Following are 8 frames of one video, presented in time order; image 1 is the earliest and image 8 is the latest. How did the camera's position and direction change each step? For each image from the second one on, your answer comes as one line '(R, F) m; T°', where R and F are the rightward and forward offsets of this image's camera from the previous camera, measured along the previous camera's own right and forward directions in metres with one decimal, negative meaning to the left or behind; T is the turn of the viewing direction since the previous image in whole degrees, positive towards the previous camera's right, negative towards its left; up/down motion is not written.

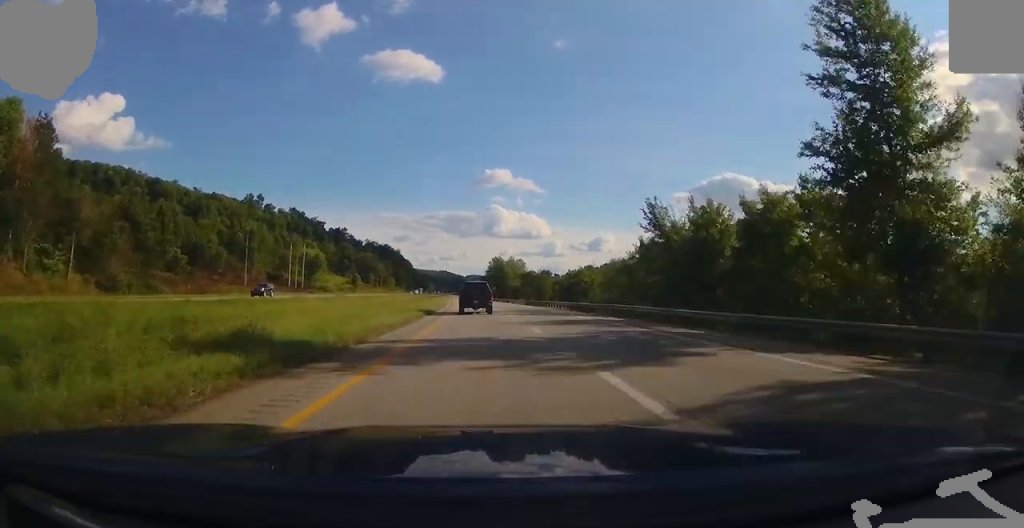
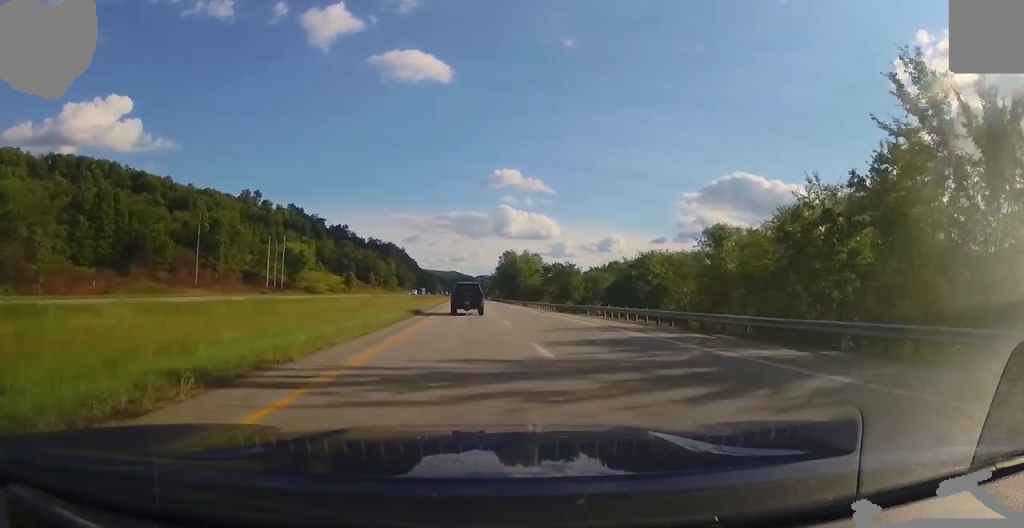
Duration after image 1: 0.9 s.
(0.0, +30.9) m; 0°
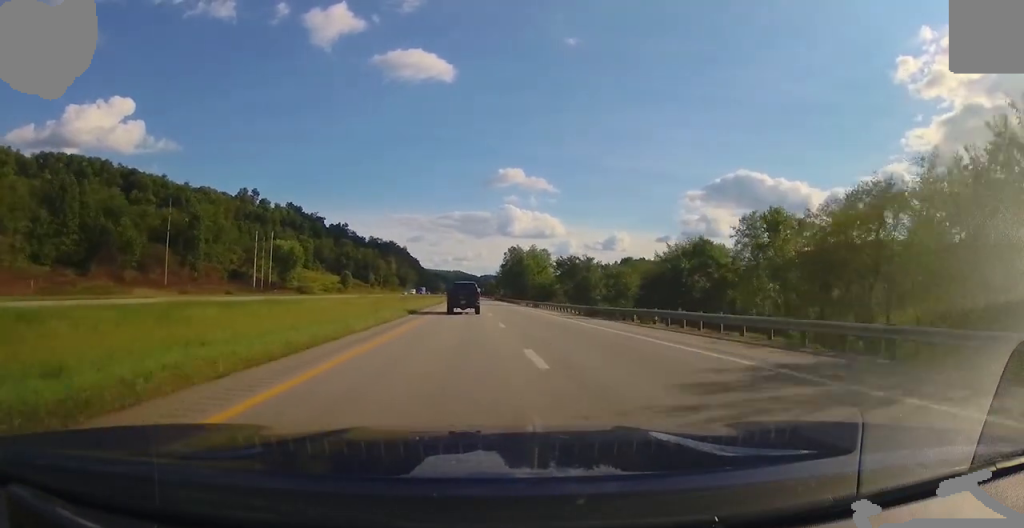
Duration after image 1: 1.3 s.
(0.0, +13.8) m; 0°
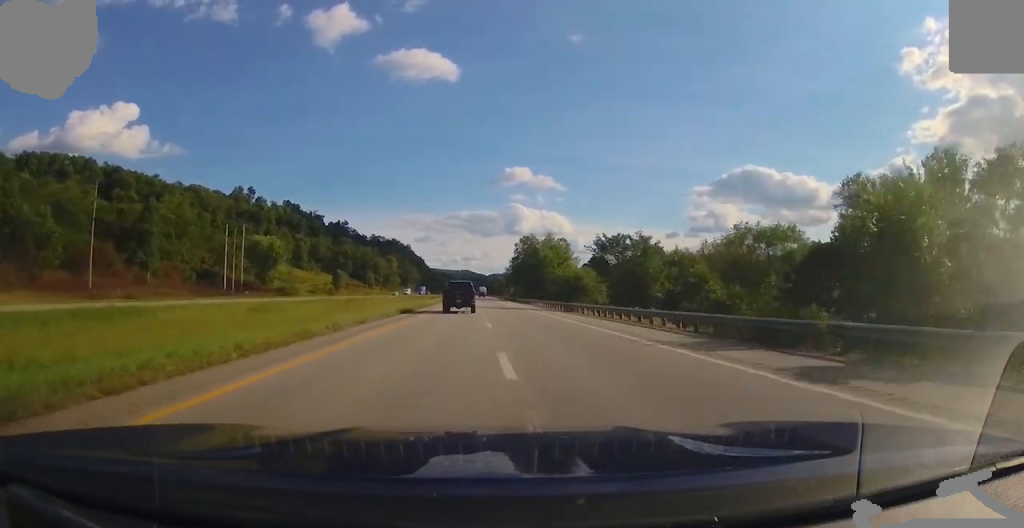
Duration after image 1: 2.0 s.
(-0.1, +25.5) m; -1°
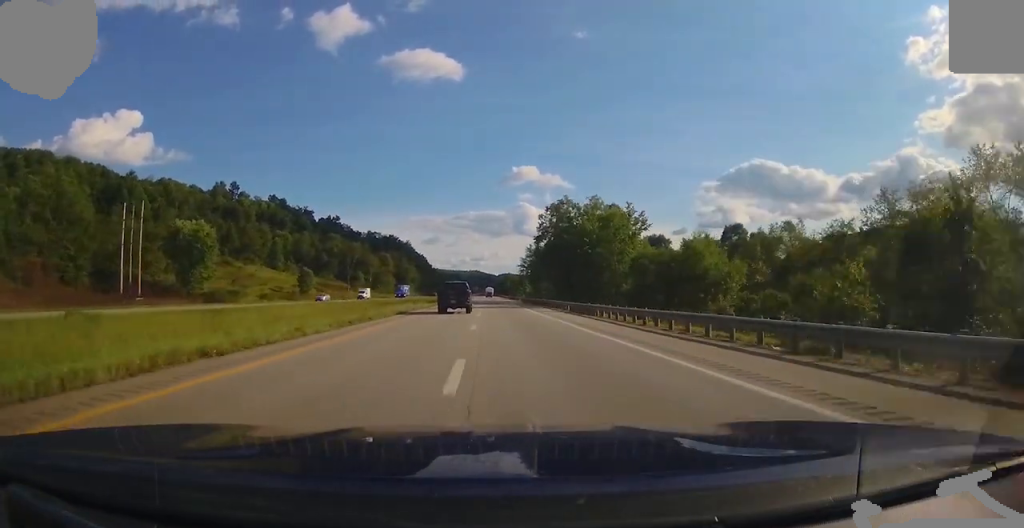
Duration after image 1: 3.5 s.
(-0.8, +50.0) m; -1°
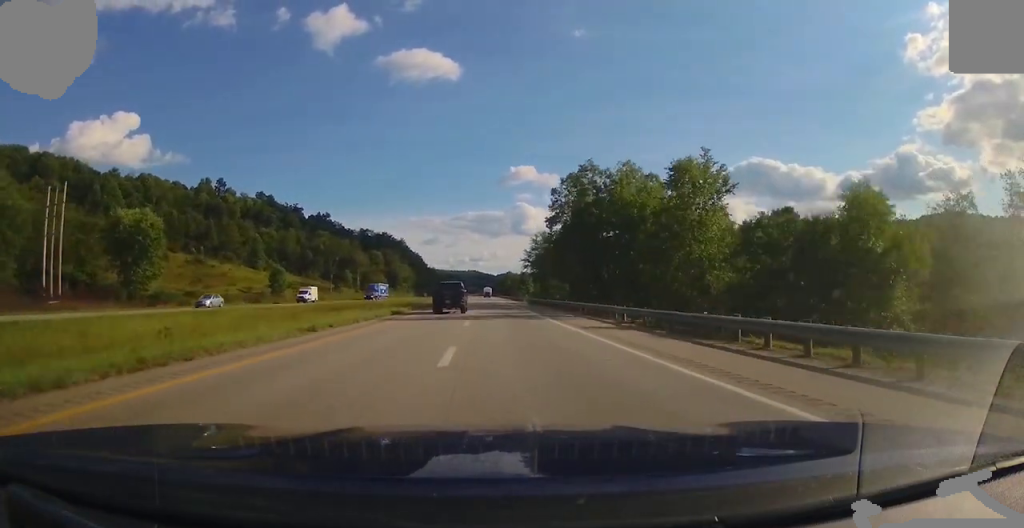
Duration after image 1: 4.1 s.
(-0.1, +22.1) m; 0°
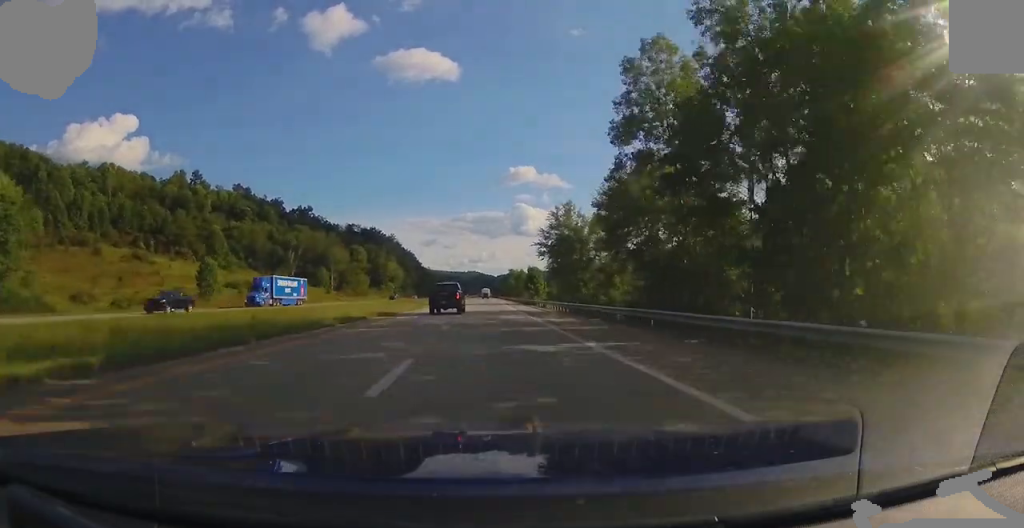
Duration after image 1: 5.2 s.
(0.0, +39.5) m; 0°
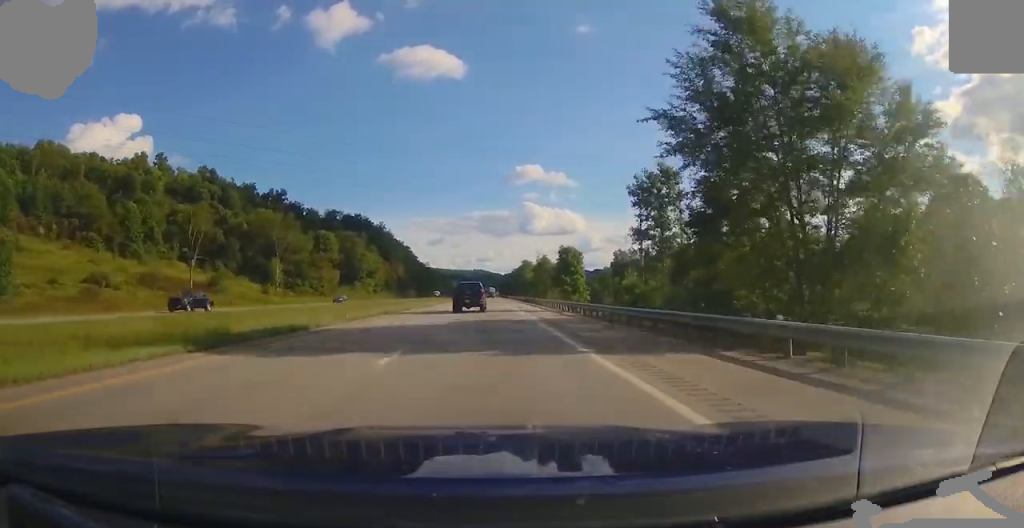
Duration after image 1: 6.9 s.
(-0.1, +58.8) m; 0°
